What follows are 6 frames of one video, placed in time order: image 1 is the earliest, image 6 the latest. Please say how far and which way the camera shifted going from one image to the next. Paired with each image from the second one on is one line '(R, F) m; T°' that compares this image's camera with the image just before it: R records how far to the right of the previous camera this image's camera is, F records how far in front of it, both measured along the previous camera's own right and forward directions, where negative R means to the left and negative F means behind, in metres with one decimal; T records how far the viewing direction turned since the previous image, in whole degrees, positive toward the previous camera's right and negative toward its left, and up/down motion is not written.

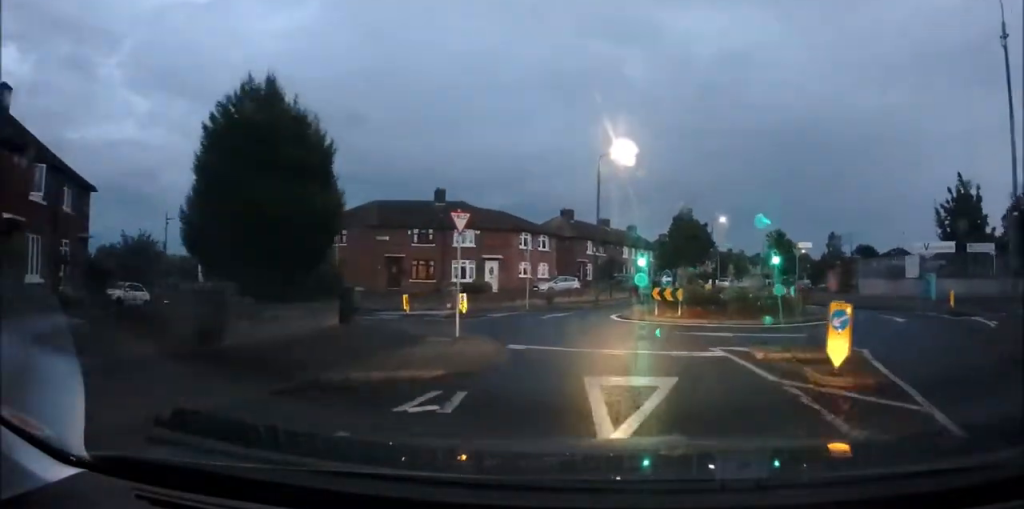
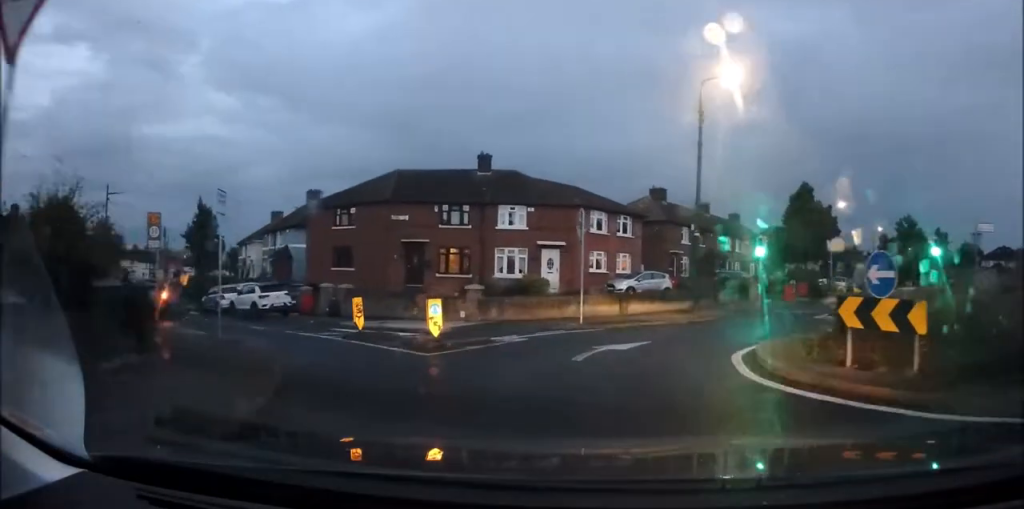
(-1.1, +12.1) m; -4°
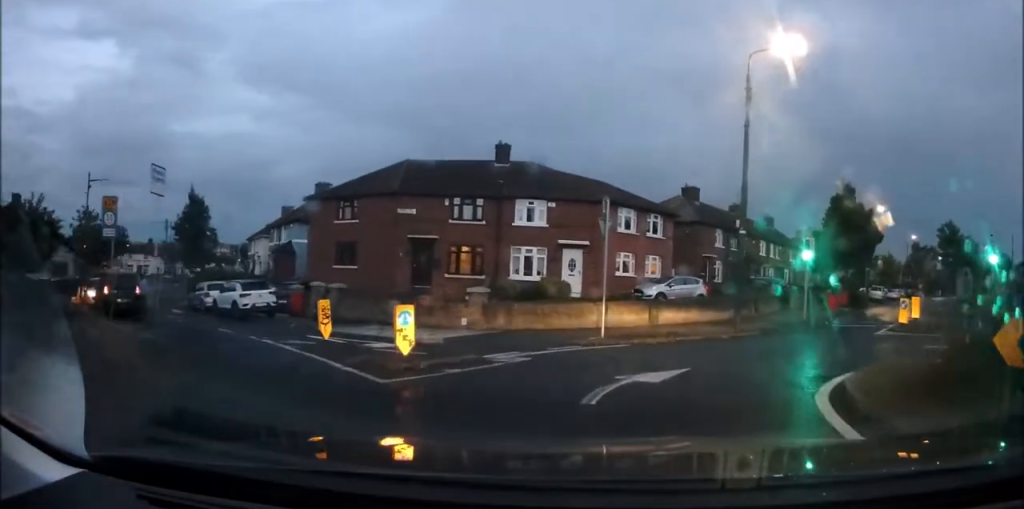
(+0.1, +3.2) m; +3°
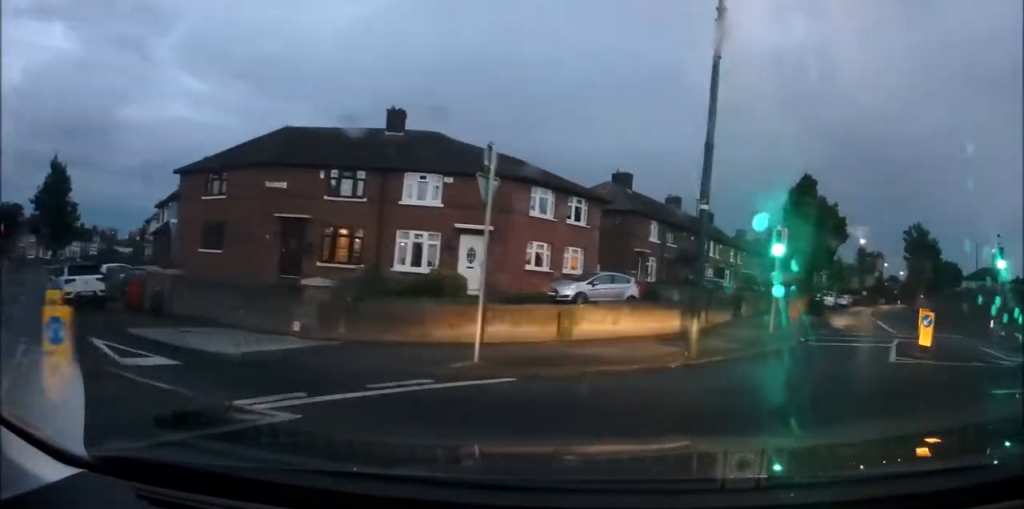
(+0.3, +5.7) m; +12°
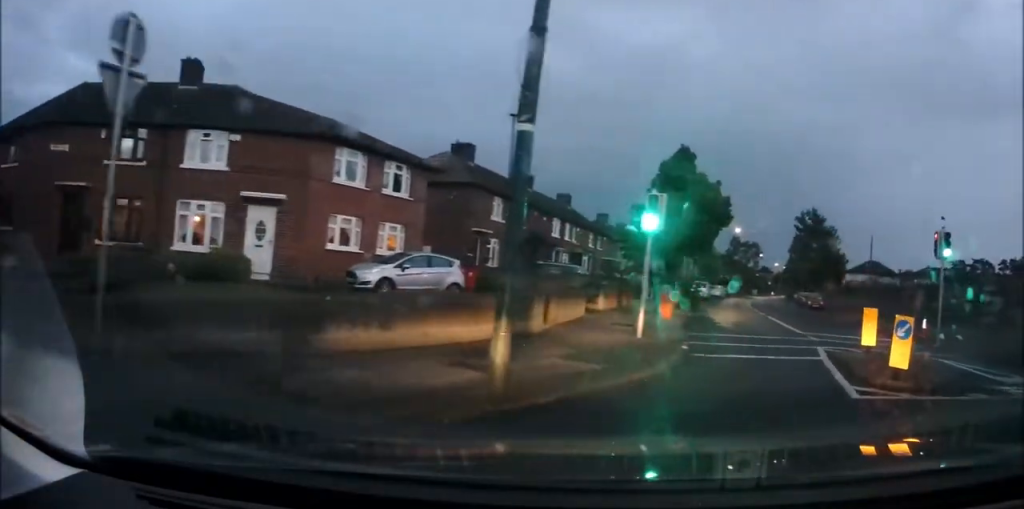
(+0.7, +5.0) m; +10°
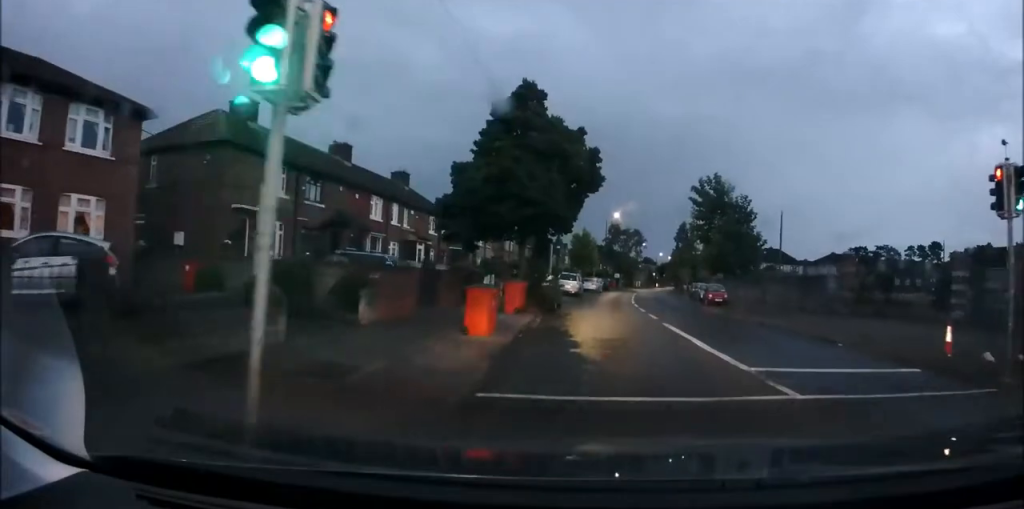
(+0.7, +9.6) m; +4°
